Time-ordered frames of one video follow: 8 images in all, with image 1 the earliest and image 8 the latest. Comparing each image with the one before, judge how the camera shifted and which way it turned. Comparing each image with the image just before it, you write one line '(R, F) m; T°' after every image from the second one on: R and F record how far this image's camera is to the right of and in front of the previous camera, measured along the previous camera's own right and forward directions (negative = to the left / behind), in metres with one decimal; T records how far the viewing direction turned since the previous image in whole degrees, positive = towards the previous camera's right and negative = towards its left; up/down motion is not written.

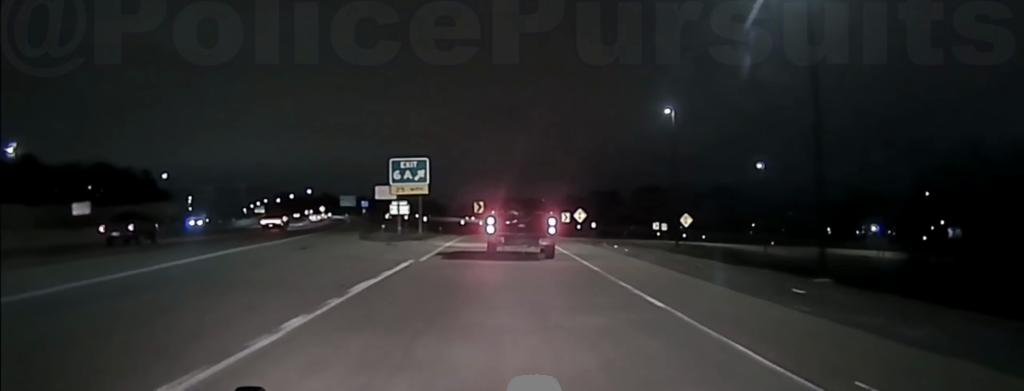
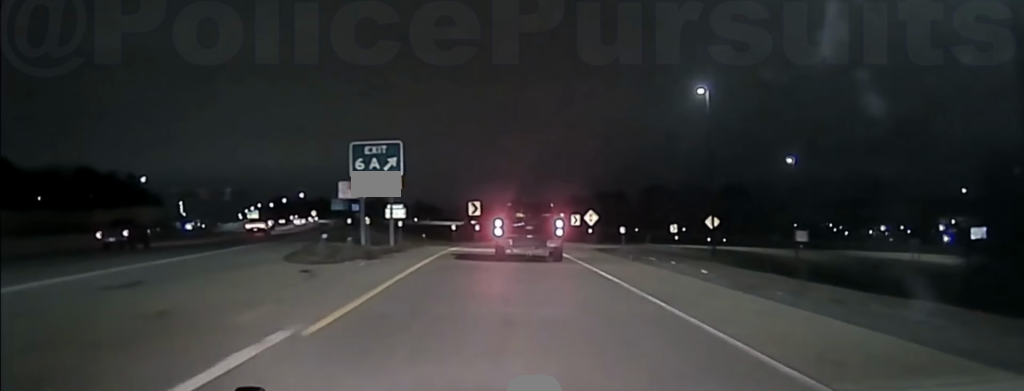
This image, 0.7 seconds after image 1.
(-0.2, +14.4) m; 0°
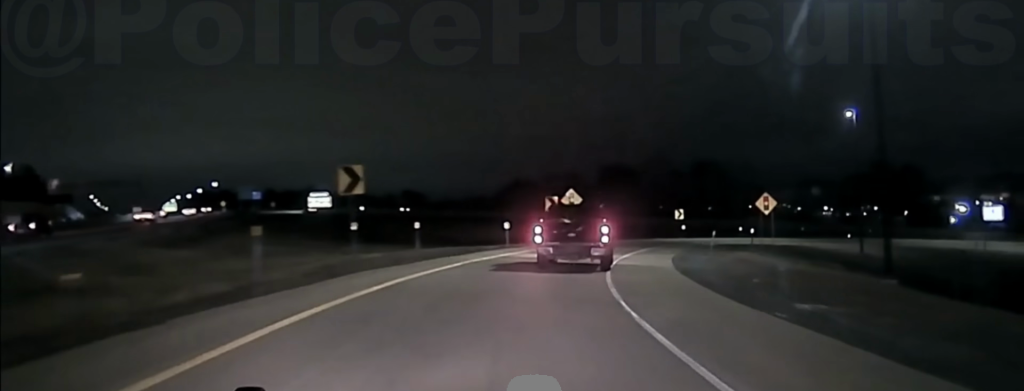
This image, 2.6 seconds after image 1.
(+1.3, +40.9) m; +5°
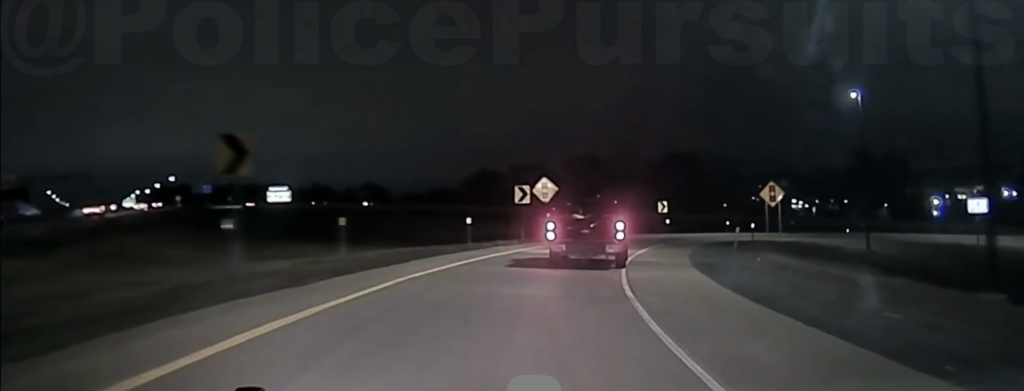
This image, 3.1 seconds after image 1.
(+0.1, +10.7) m; +2°
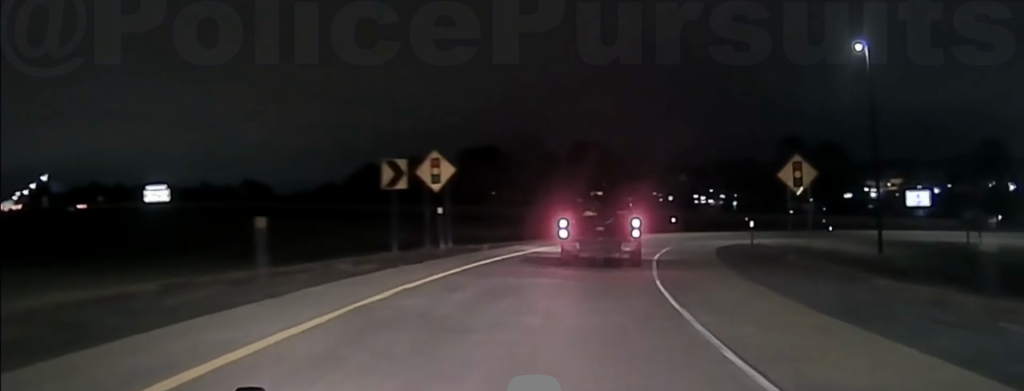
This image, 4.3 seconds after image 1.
(+0.9, +24.8) m; +5°
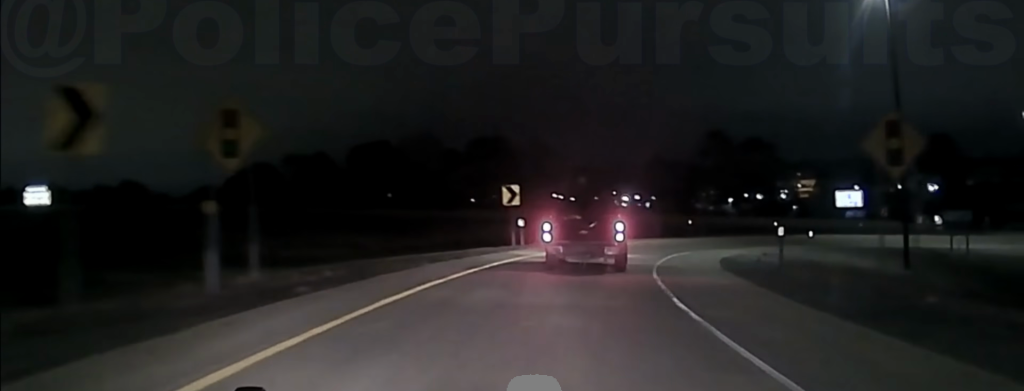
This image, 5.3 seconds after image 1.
(+0.8, +16.6) m; +7°
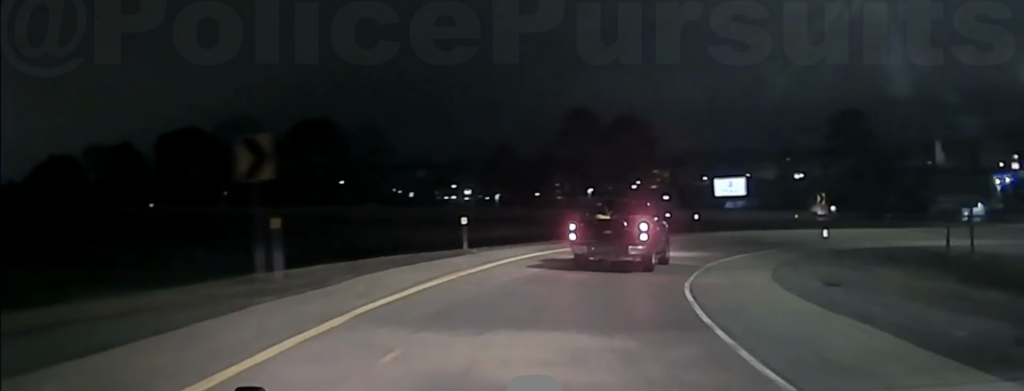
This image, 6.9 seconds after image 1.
(+2.4, +22.6) m; +11°
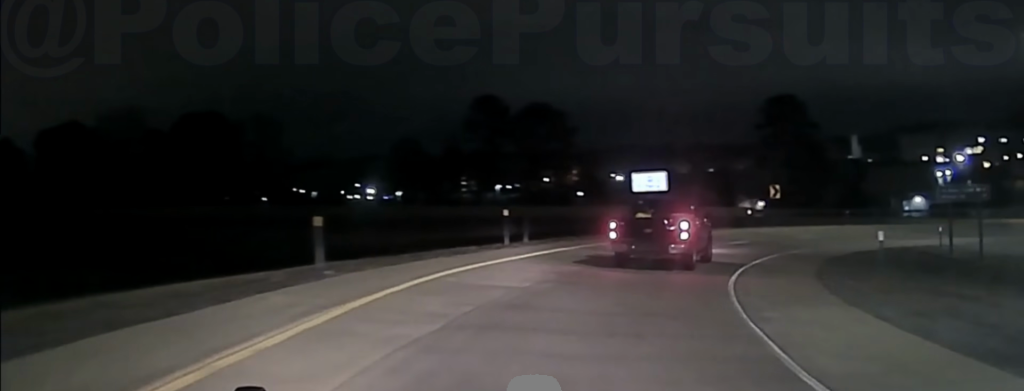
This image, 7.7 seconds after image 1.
(+0.4, +10.1) m; +5°
